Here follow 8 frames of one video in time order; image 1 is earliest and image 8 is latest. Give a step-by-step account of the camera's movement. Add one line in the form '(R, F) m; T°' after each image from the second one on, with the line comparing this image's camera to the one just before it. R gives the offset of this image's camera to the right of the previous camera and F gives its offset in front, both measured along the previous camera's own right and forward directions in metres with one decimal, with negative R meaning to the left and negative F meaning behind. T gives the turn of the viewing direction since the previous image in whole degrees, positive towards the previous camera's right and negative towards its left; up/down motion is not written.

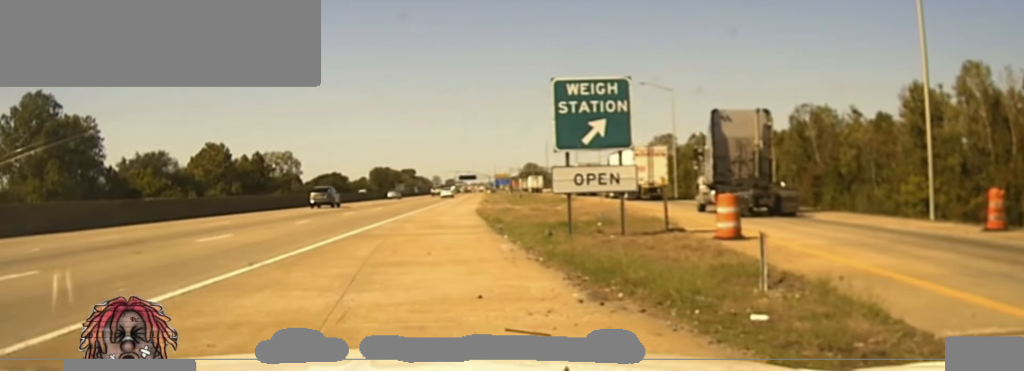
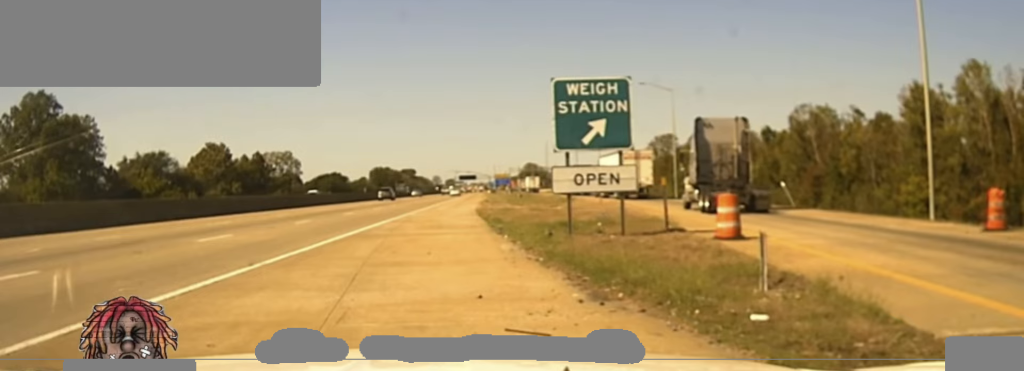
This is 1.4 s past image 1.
(0.0, 0.0) m; 0°
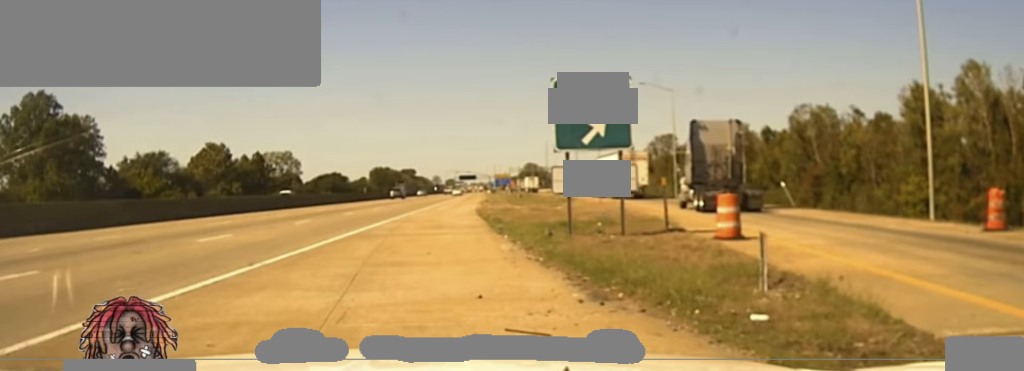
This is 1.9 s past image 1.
(0.0, 0.0) m; 0°
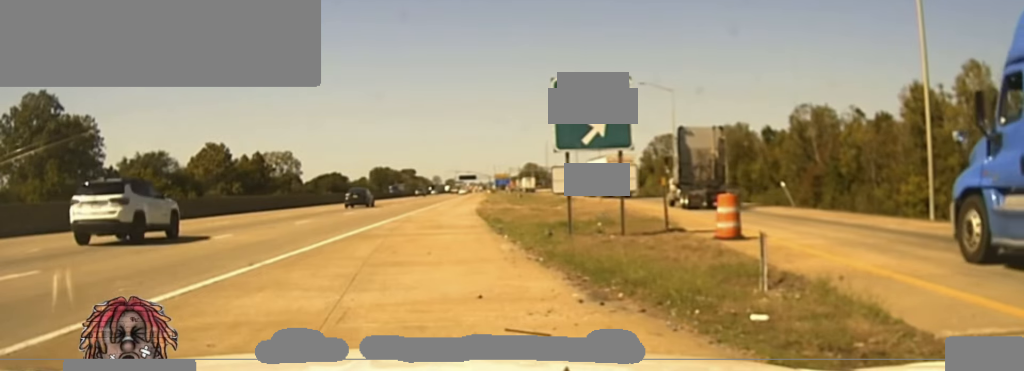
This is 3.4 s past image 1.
(0.0, 0.0) m; 0°
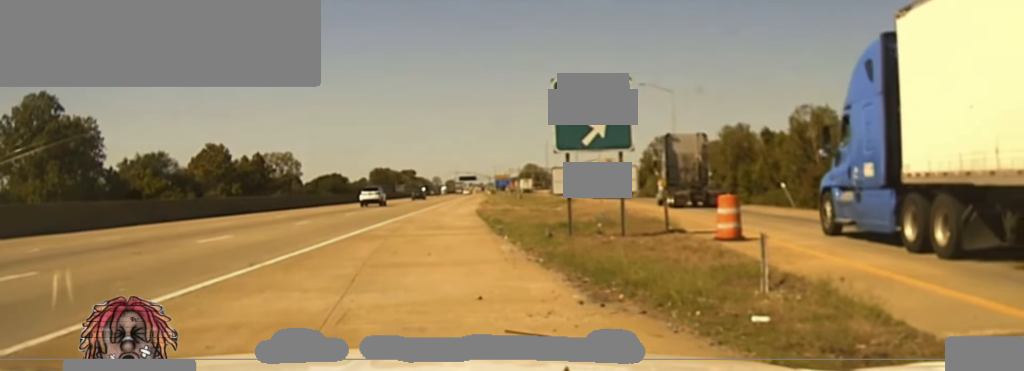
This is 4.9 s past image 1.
(0.0, +1.3) m; 0°
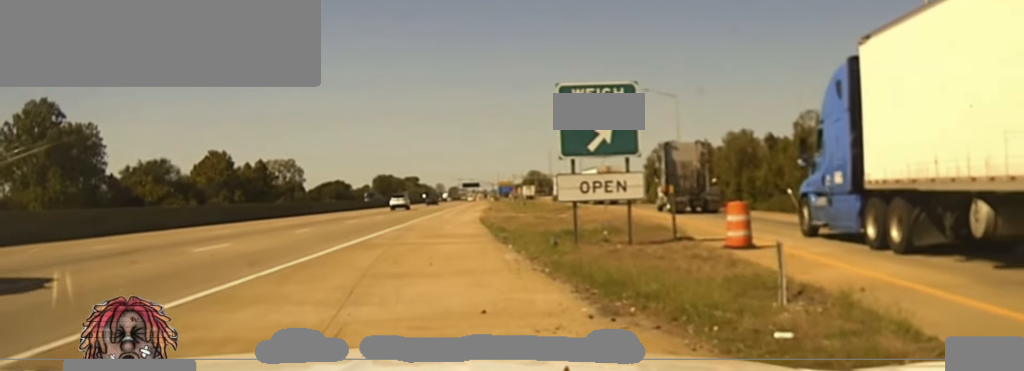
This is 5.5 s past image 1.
(0.0, +1.6) m; +1°
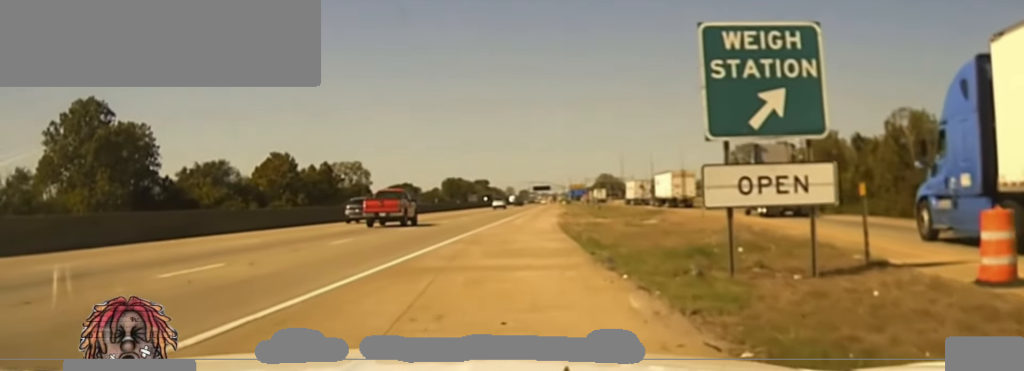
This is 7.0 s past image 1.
(+0.2, +6.8) m; +4°
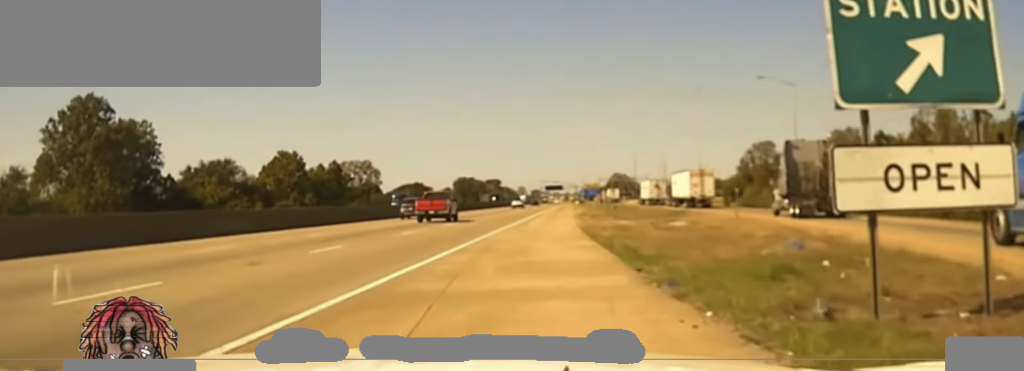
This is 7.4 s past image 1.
(+0.1, +4.2) m; 0°
